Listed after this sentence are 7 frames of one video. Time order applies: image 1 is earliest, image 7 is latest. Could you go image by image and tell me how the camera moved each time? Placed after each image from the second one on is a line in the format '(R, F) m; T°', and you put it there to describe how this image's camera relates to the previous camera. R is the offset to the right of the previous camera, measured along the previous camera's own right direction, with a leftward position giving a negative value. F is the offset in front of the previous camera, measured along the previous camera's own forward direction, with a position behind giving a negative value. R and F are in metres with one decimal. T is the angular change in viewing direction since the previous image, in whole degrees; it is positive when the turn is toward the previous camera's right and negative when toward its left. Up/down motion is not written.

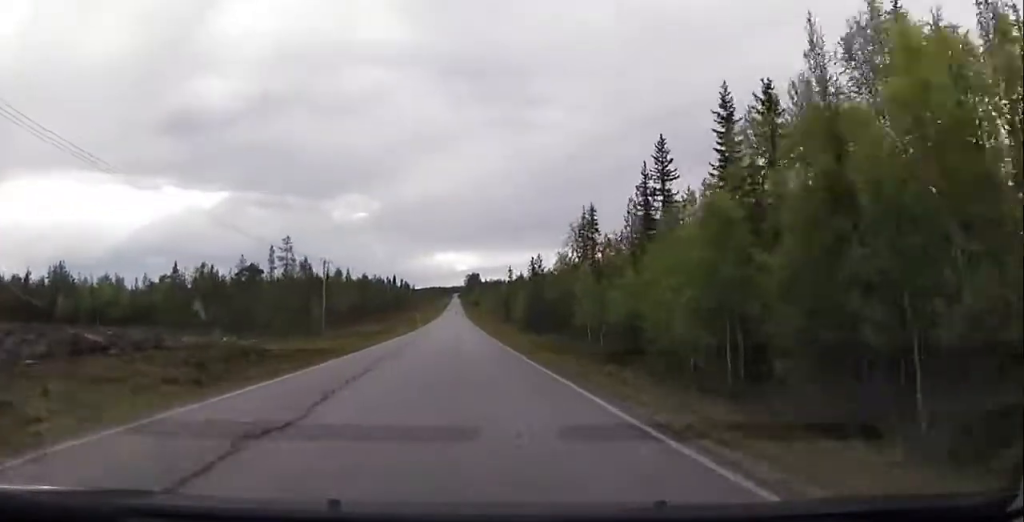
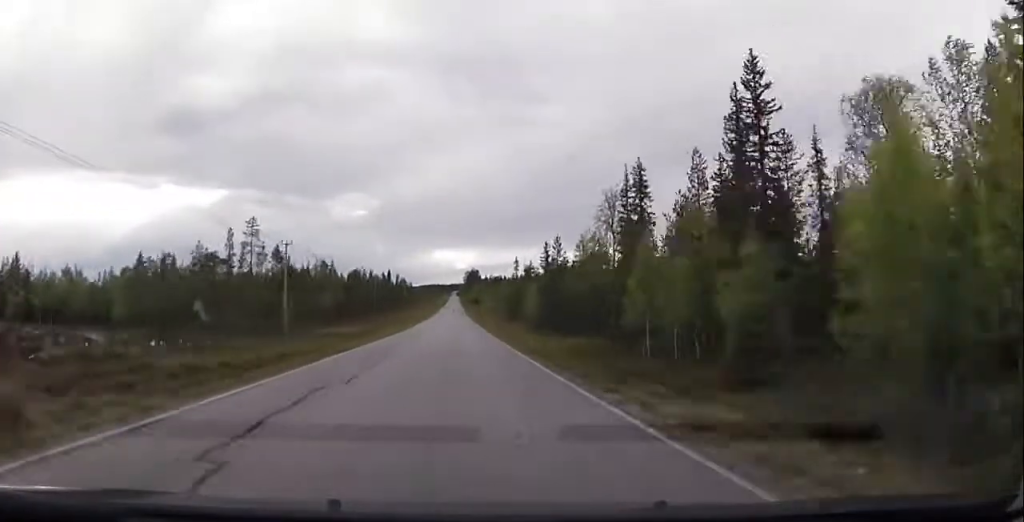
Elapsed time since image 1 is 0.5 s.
(+0.1, +15.3) m; 0°
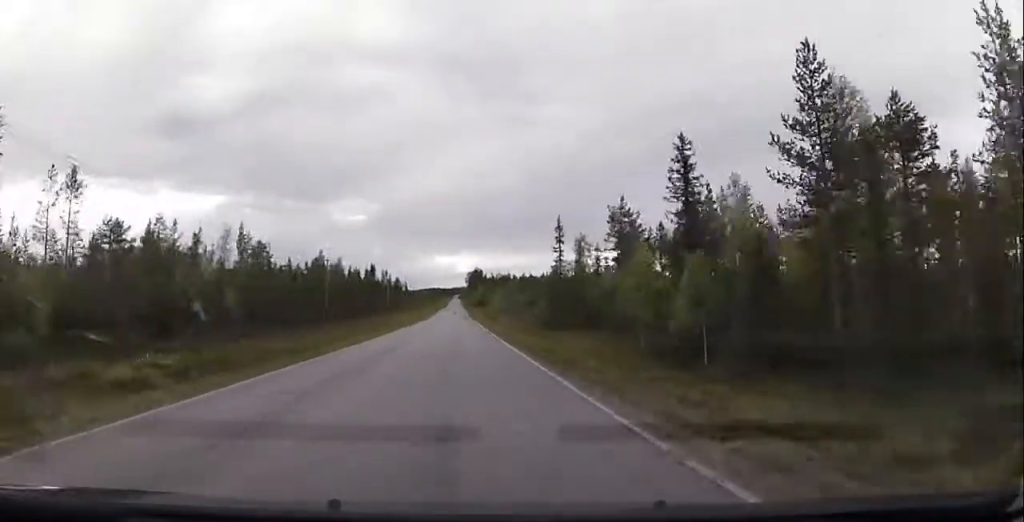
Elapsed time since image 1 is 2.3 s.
(-0.6, +49.9) m; -1°
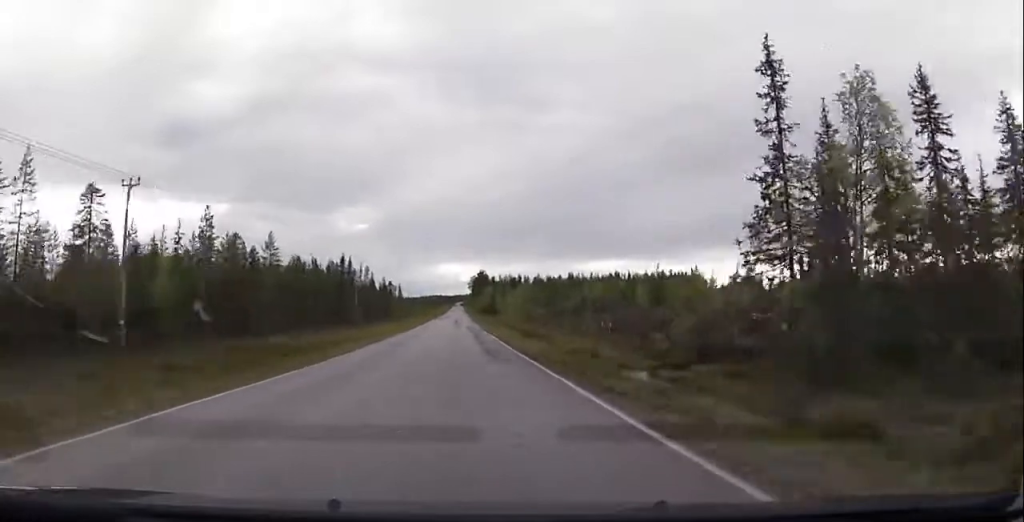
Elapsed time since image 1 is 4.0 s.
(+0.1, +48.7) m; 0°
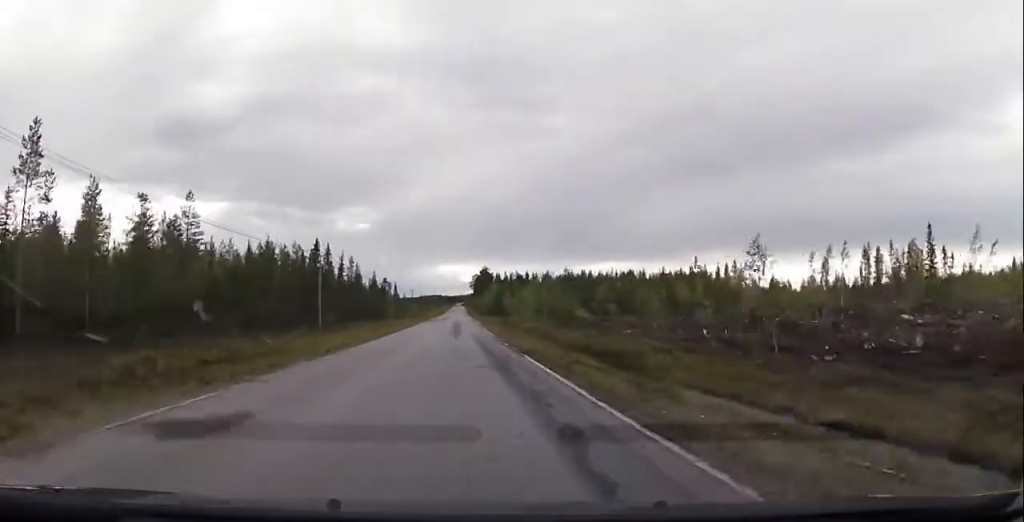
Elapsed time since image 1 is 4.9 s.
(-0.1, +24.8) m; 0°
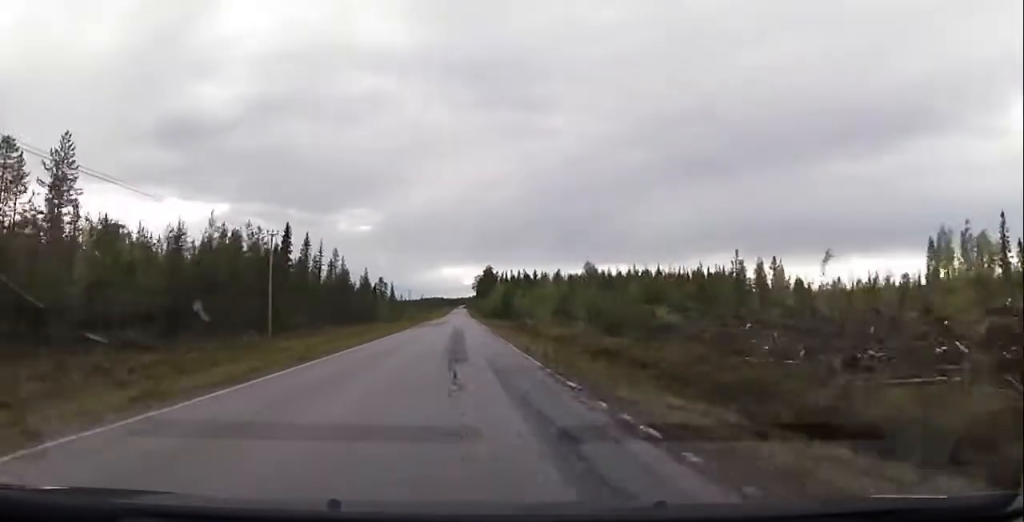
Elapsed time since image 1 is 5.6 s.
(+0.3, +20.0) m; 0°
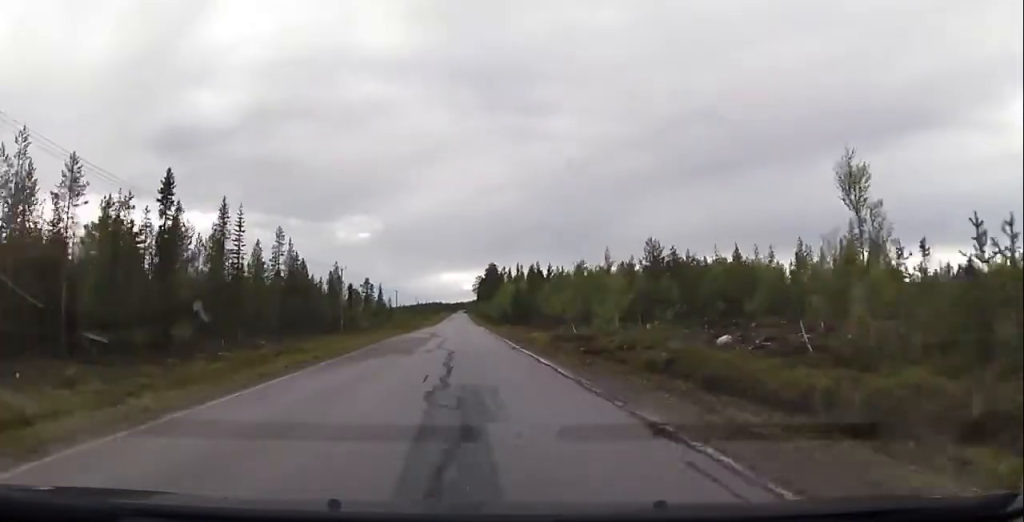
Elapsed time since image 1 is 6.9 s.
(-0.6, +37.7) m; 0°
